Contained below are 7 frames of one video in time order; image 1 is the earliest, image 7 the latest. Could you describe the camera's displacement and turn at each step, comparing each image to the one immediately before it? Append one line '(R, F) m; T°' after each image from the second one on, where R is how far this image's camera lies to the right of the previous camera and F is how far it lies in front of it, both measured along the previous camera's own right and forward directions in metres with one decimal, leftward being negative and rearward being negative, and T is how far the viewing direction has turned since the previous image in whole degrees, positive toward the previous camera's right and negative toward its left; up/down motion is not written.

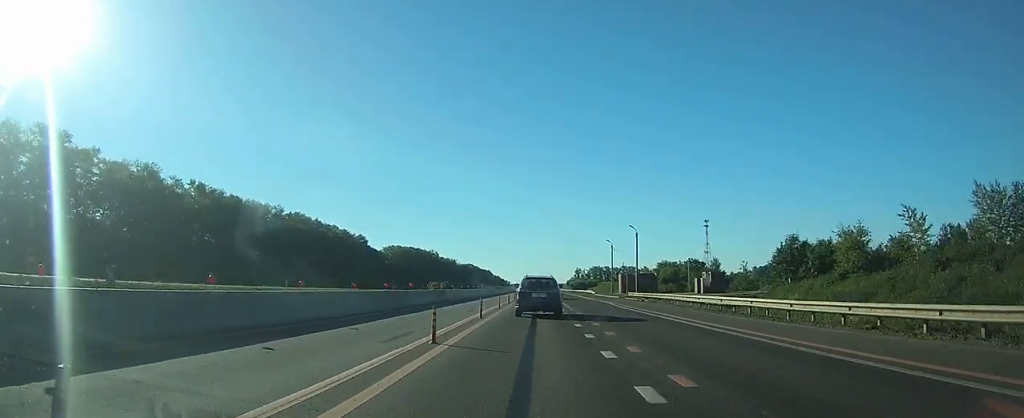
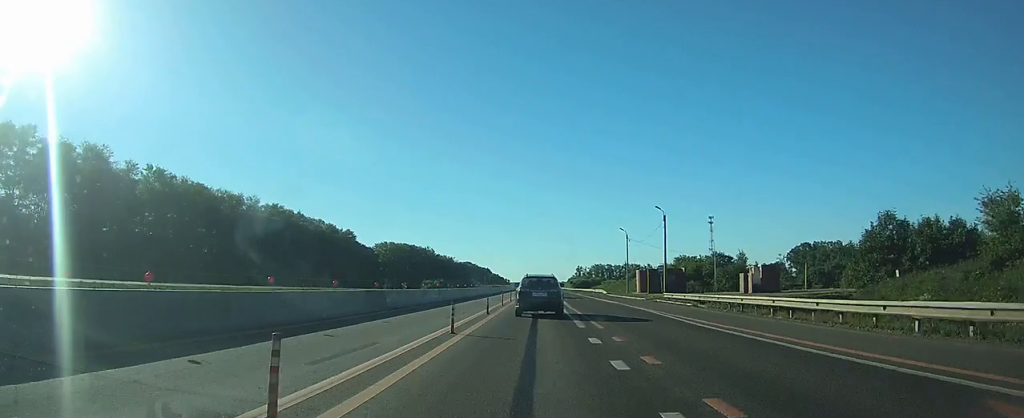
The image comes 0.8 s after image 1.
(0.0, +17.3) m; 0°
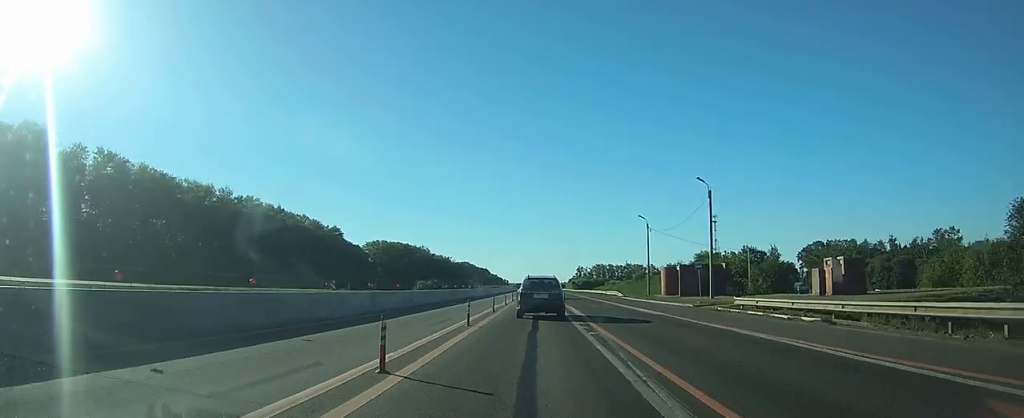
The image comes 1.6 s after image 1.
(0.0, +16.4) m; 0°
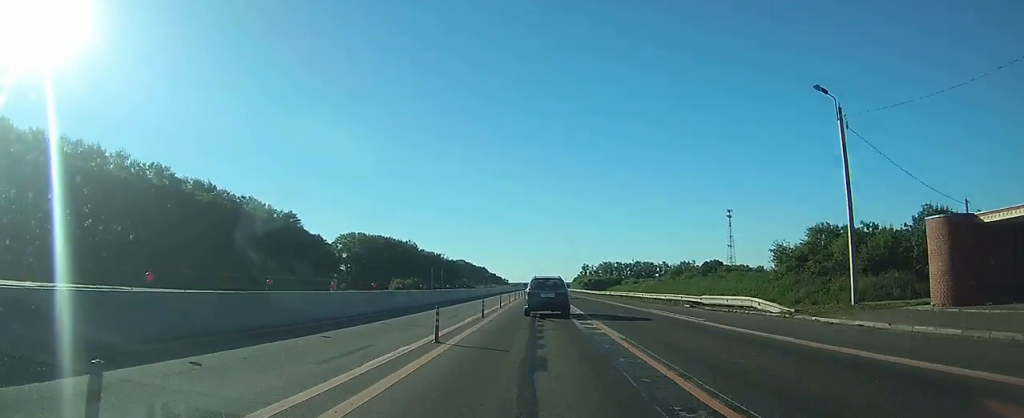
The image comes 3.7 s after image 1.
(+0.3, +44.9) m; 0°
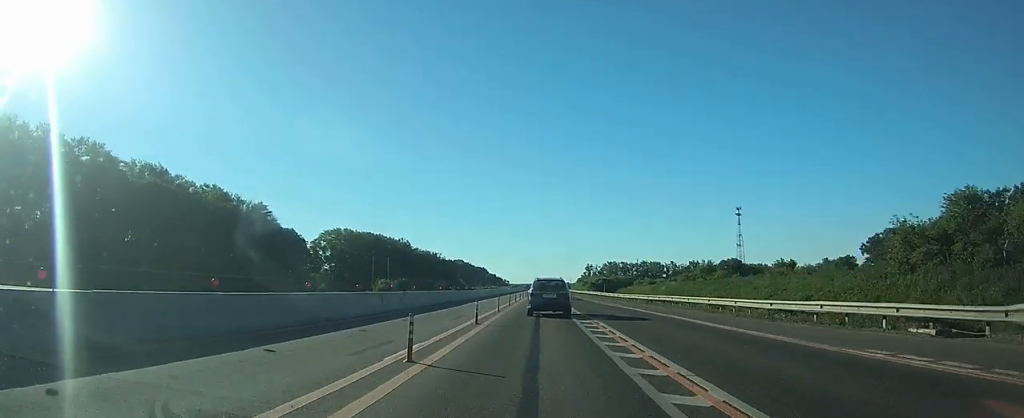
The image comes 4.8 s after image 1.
(0.0, +22.5) m; 0°
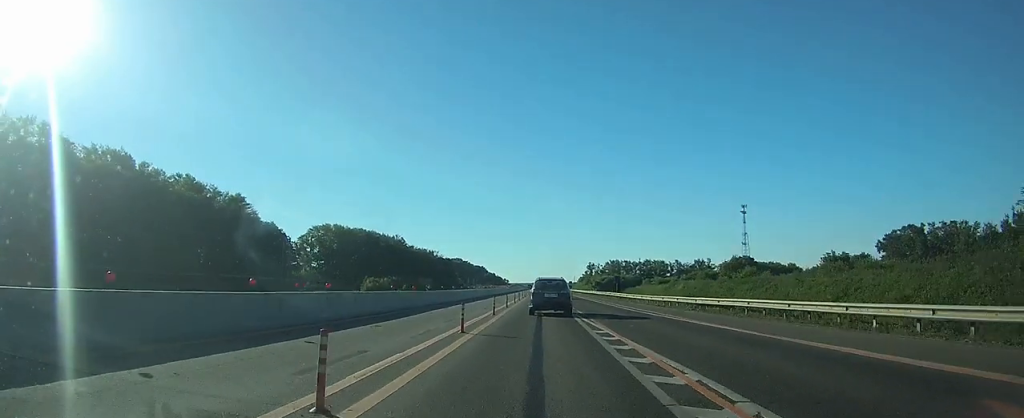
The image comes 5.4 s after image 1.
(0.0, +13.4) m; 0°
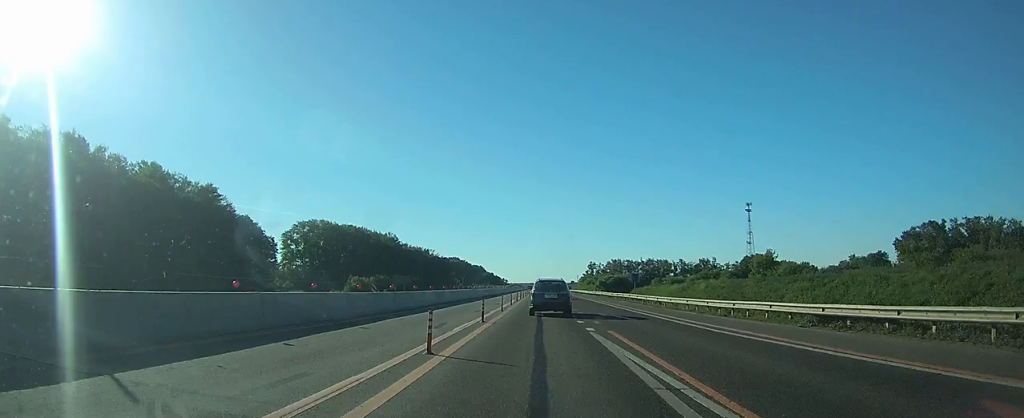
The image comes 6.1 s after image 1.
(0.0, +14.3) m; 0°
